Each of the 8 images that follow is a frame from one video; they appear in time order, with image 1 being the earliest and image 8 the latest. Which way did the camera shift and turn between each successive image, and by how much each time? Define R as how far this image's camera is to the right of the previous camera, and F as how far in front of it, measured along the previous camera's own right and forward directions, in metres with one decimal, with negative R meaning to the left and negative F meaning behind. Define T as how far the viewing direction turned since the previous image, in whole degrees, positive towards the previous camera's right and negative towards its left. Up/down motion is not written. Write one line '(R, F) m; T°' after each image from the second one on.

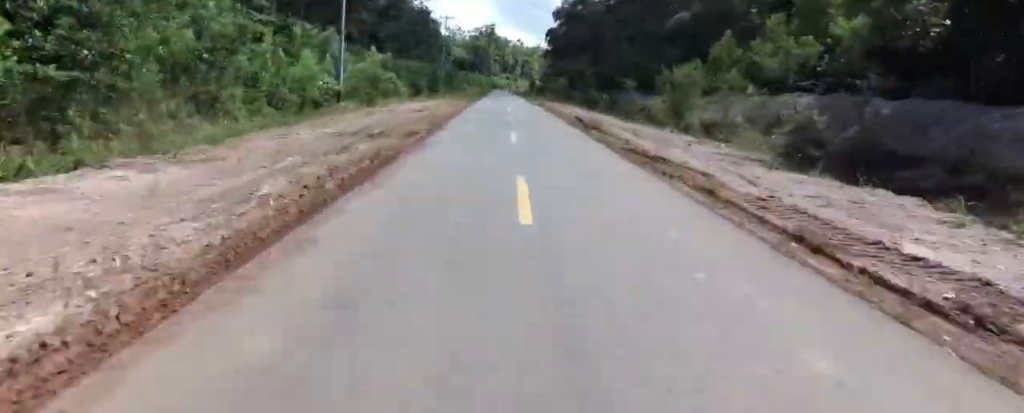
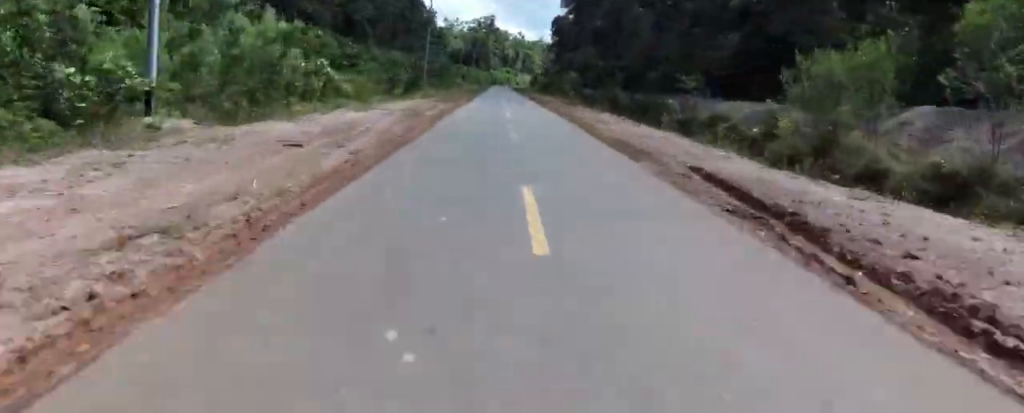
(0.0, +18.1) m; 0°
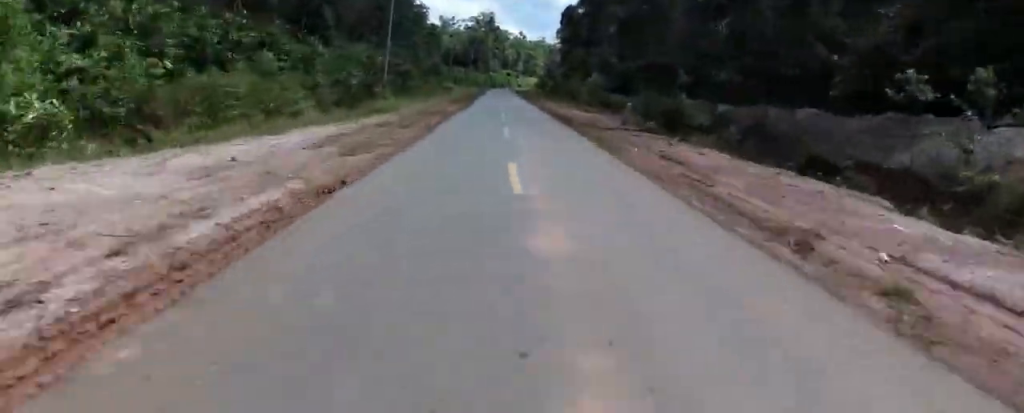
(0.0, +21.8) m; 0°
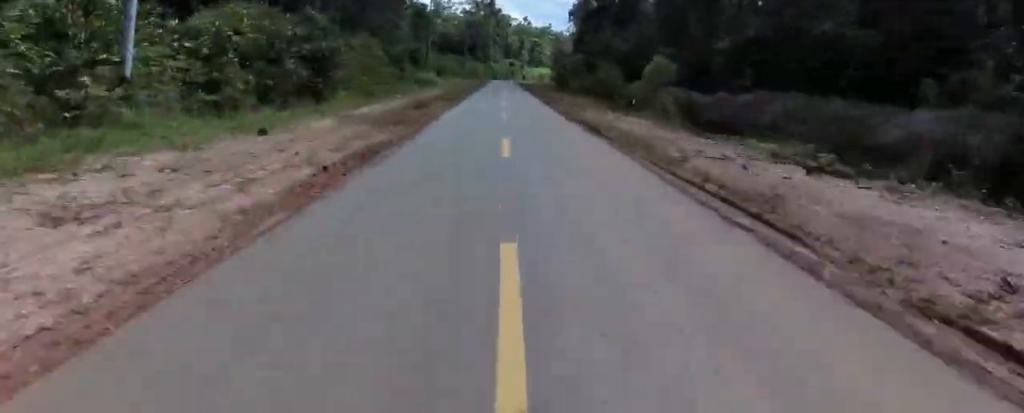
(-0.2, +29.1) m; -1°
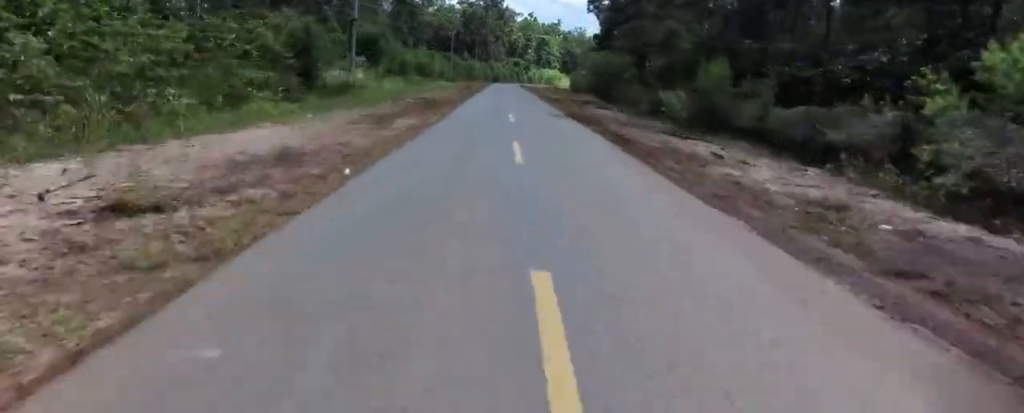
(-0.2, +32.9) m; 0°
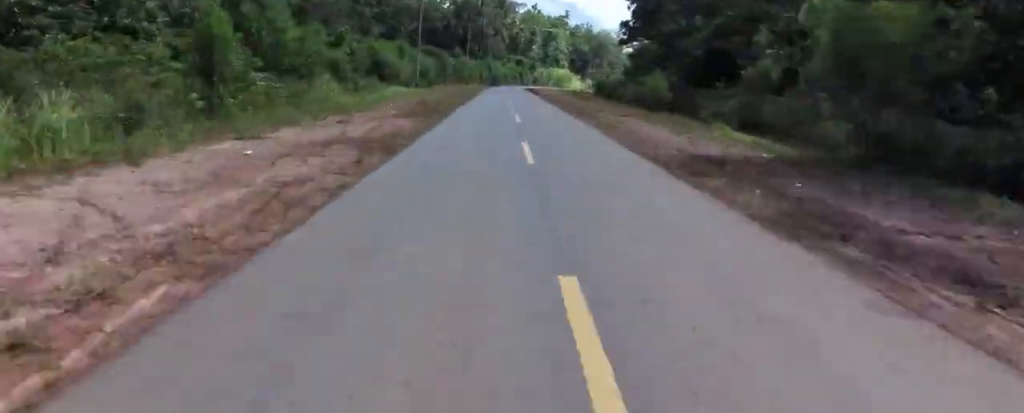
(0.0, +32.4) m; 0°
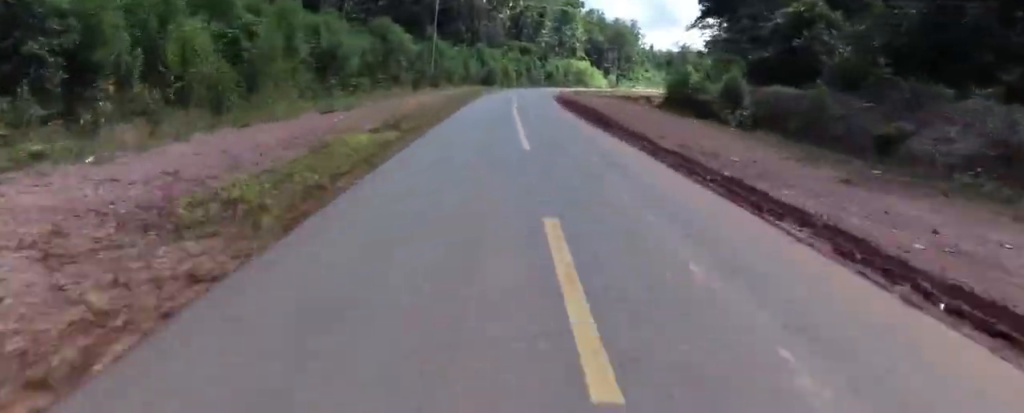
(0.0, +47.6) m; +2°
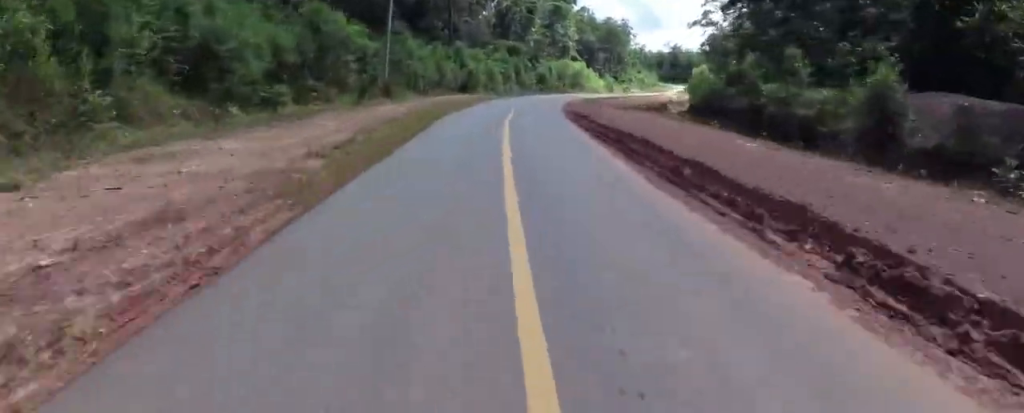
(+0.5, +15.7) m; 0°
